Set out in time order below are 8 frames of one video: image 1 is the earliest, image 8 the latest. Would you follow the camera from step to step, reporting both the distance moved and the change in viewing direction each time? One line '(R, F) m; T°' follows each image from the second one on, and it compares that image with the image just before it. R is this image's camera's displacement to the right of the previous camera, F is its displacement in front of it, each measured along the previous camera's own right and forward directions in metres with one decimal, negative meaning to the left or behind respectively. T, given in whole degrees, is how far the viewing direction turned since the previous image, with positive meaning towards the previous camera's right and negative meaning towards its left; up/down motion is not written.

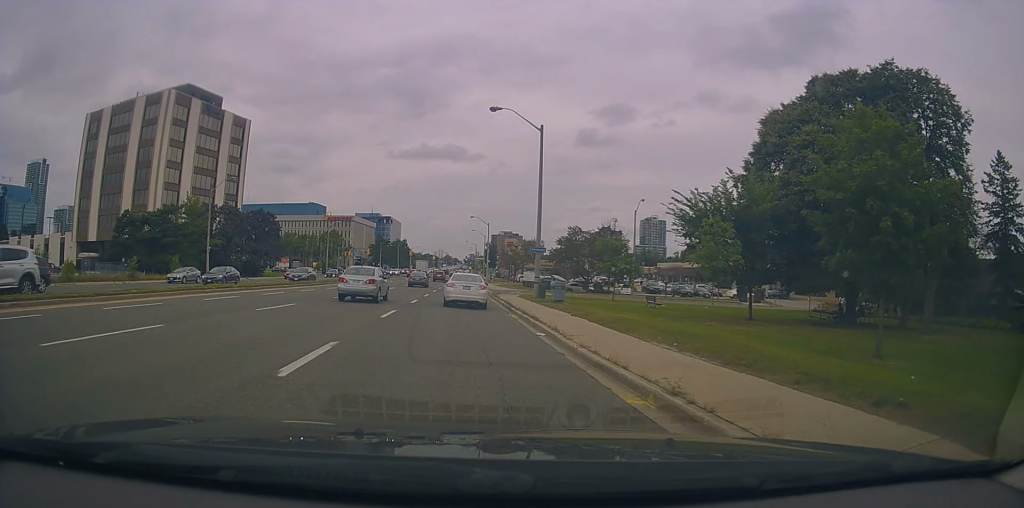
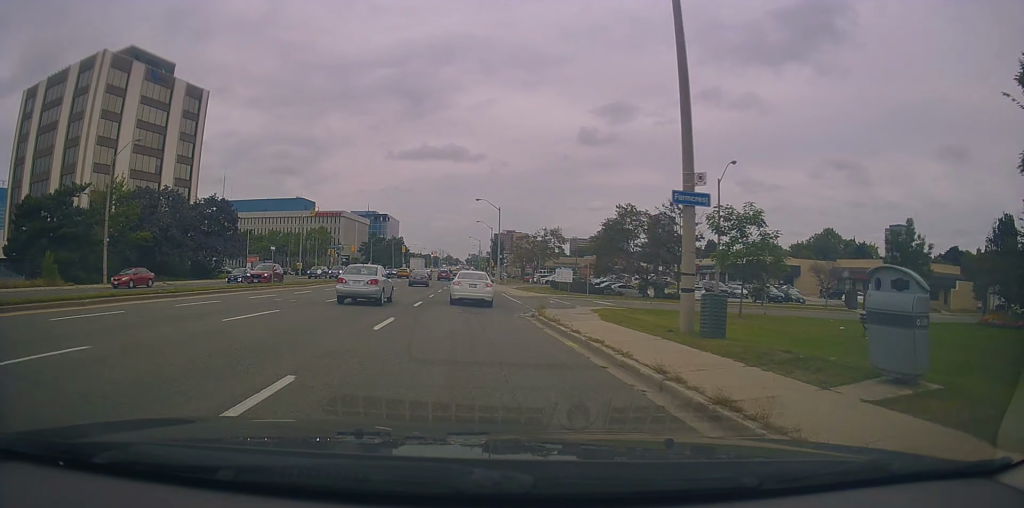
(+0.2, +21.8) m; 0°
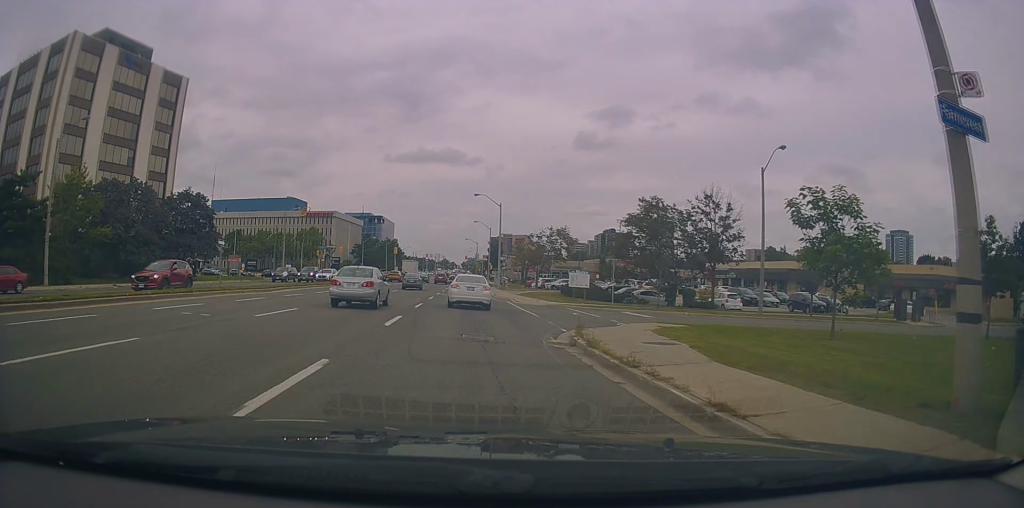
(-0.3, +7.8) m; 0°
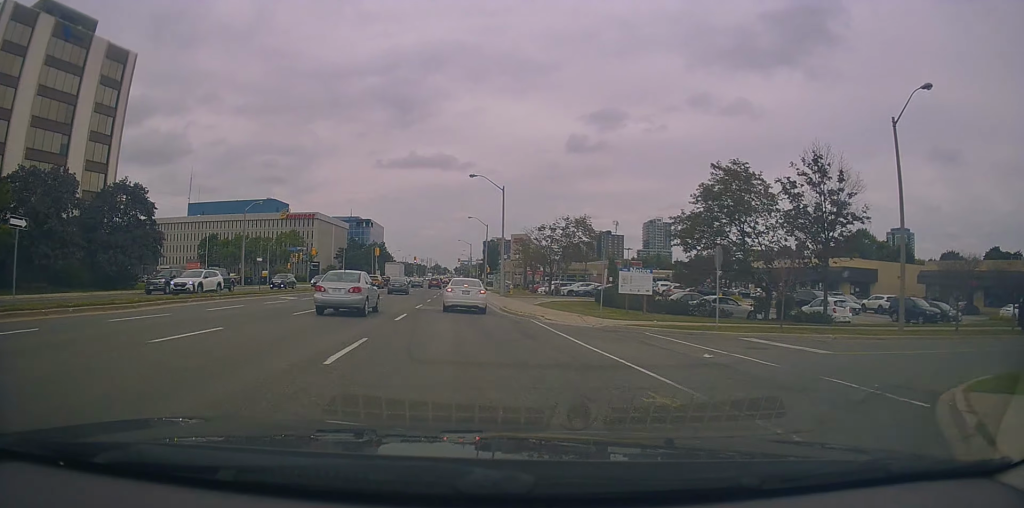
(+0.4, +15.0) m; 0°
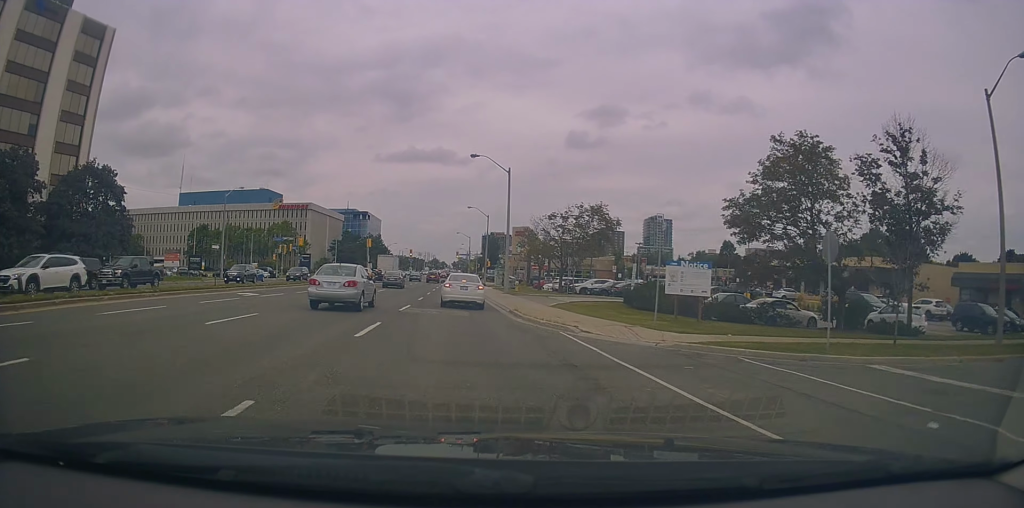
(0.0, +6.7) m; -1°
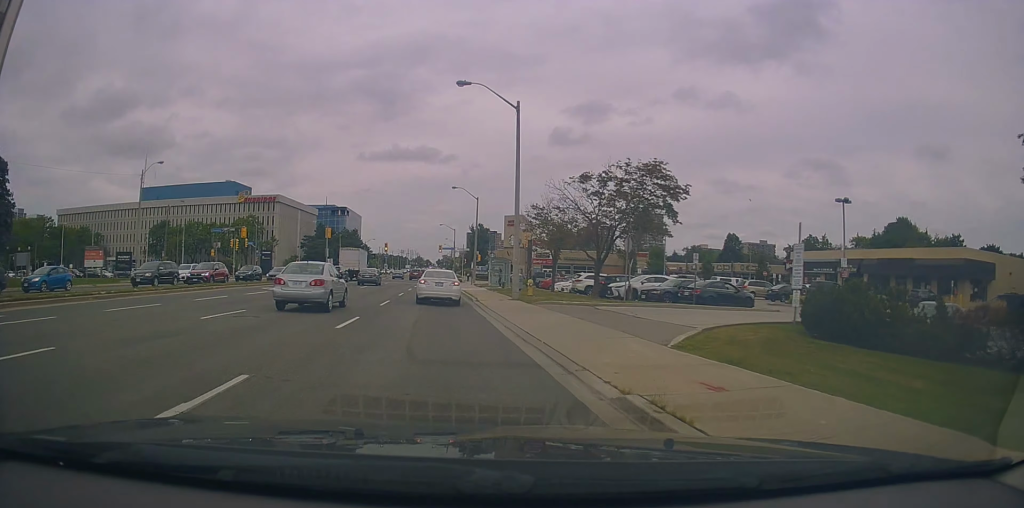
(-0.5, +17.4) m; 0°
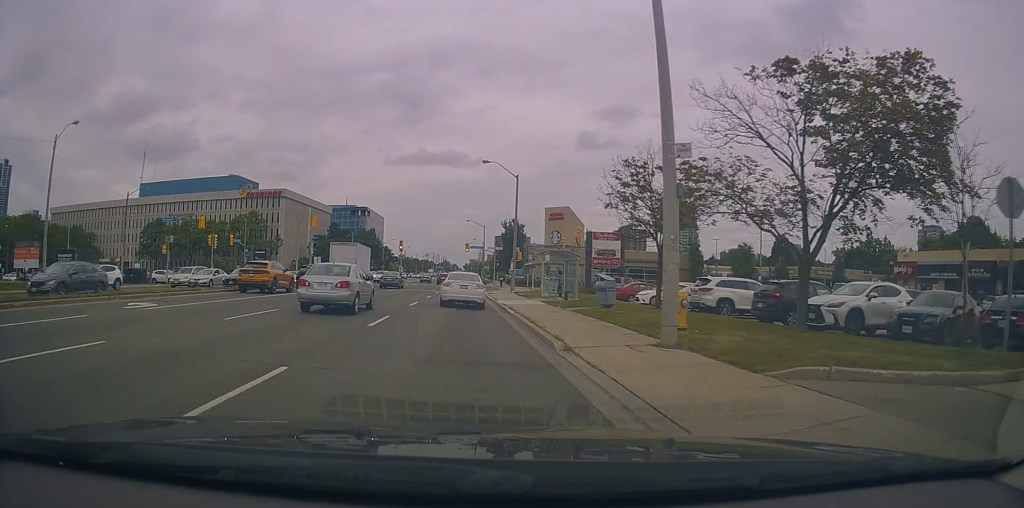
(+0.6, +18.5) m; +3°
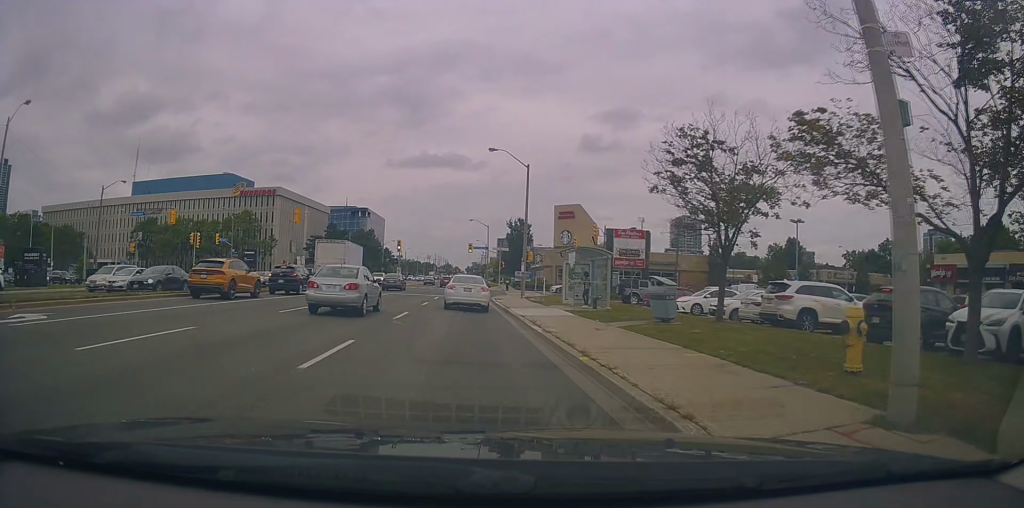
(+0.1, +6.3) m; 0°
